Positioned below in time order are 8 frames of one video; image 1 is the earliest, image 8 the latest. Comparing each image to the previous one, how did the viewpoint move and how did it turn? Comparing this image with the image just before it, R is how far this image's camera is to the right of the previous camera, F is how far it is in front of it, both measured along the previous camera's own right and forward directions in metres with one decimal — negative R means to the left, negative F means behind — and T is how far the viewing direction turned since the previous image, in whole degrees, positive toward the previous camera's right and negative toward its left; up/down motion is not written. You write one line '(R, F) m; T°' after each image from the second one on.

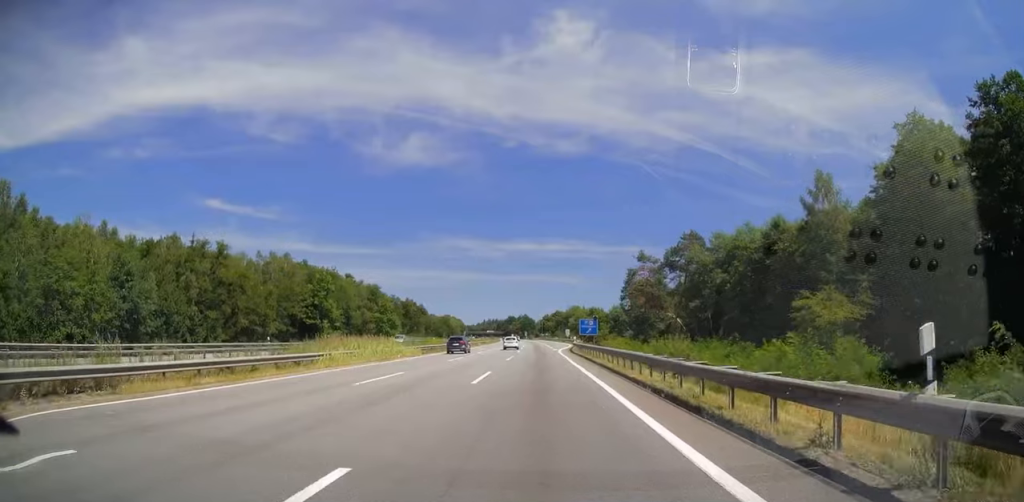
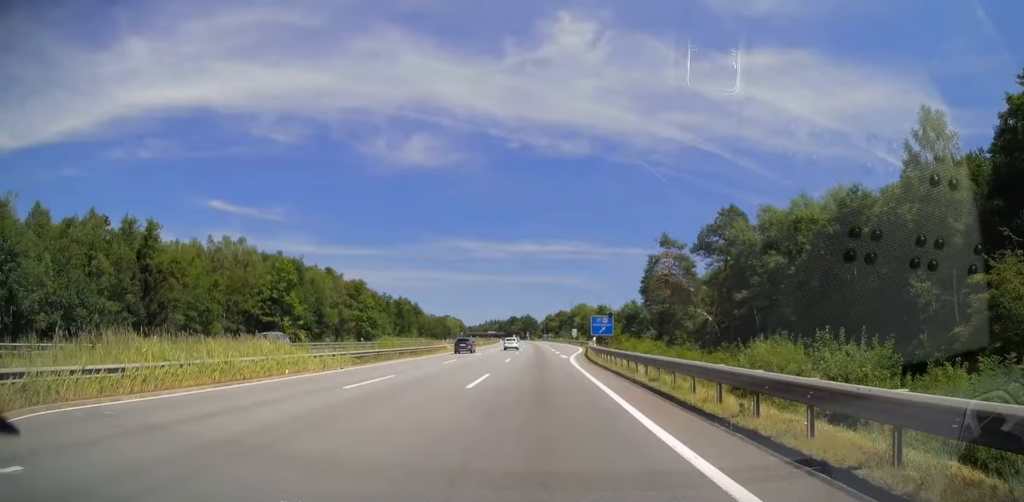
(0.0, +19.2) m; 0°
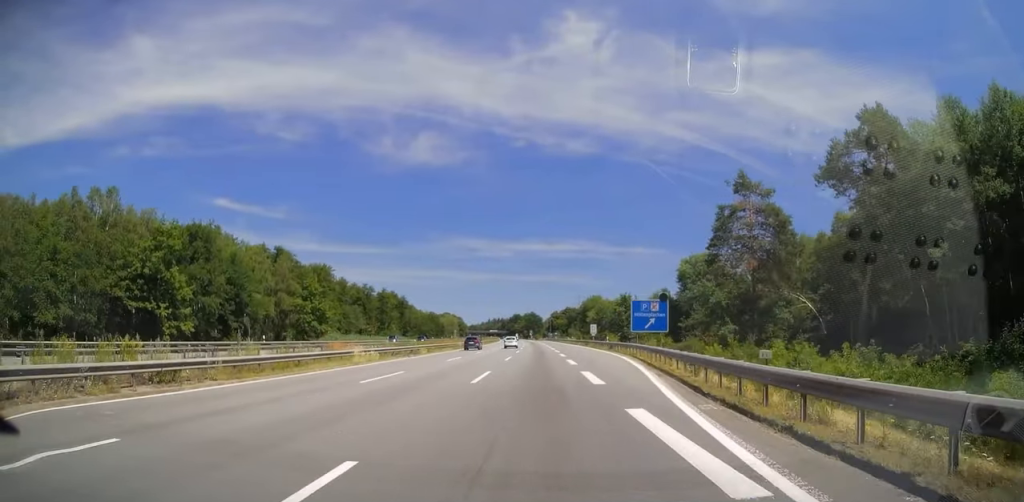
(0.0, +34.5) m; 0°
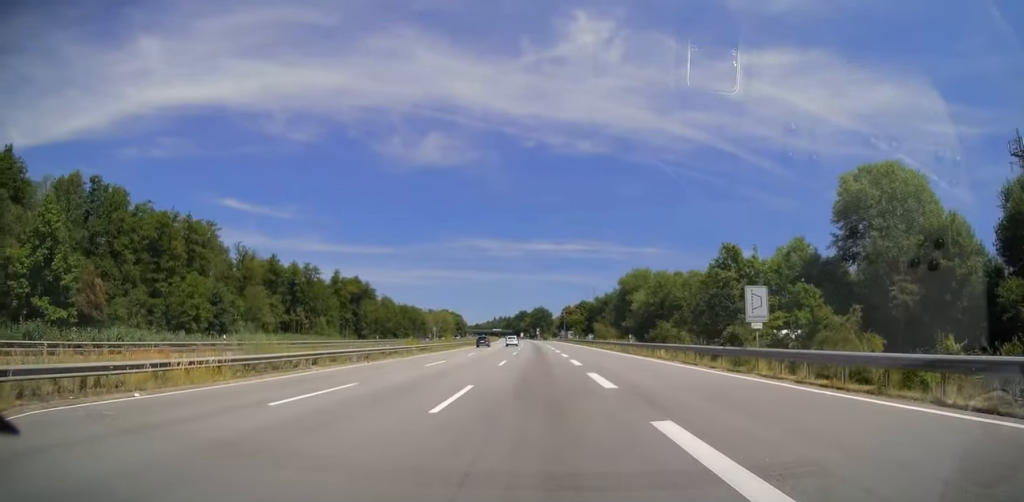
(-1.0, +61.5) m; -2°
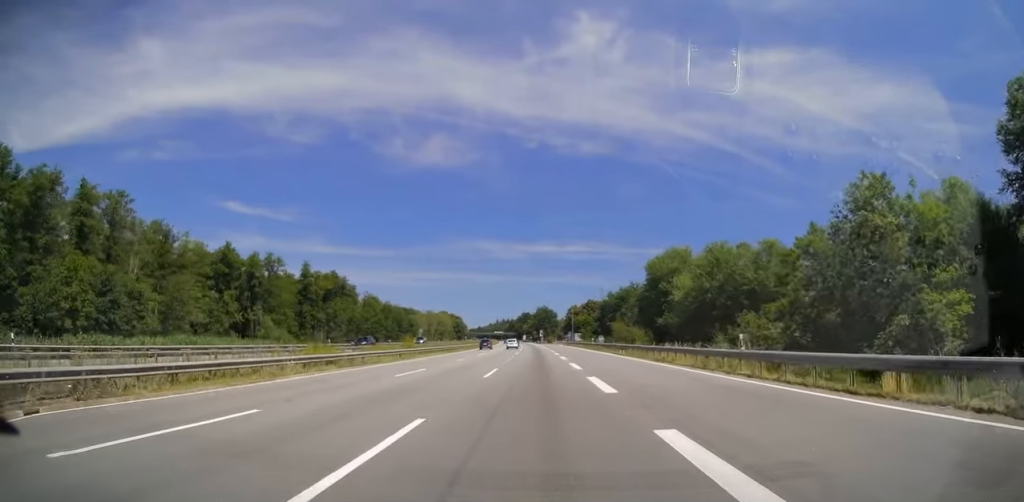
(-0.1, +24.6) m; +1°
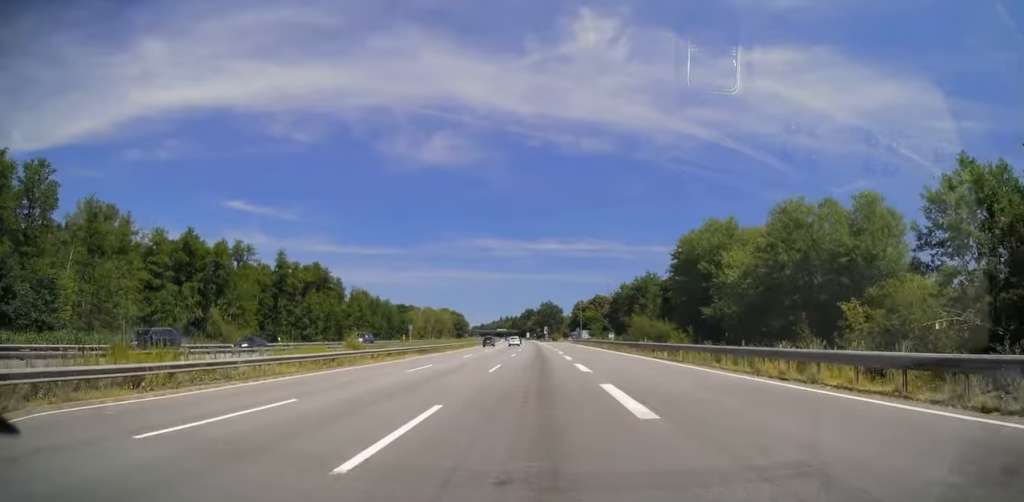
(+0.2, +16.2) m; 0°
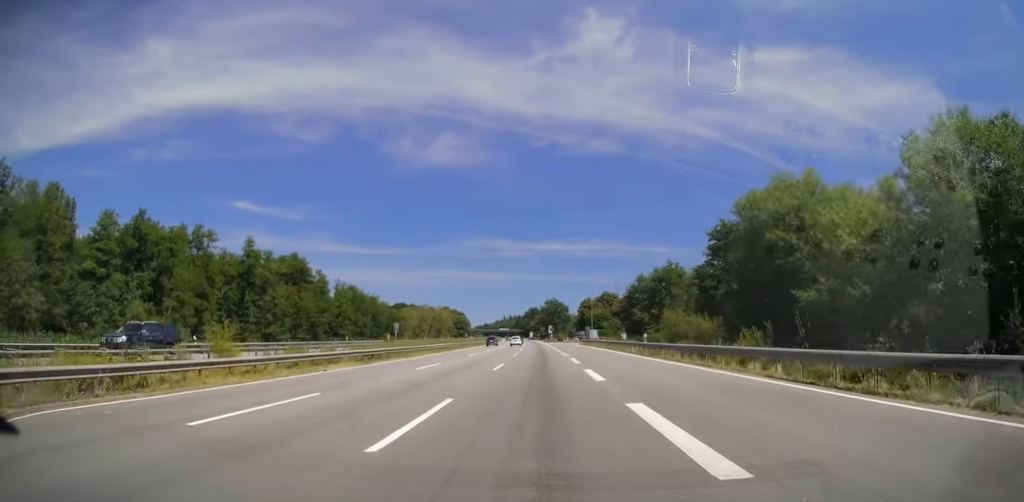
(+0.2, +16.7) m; -1°
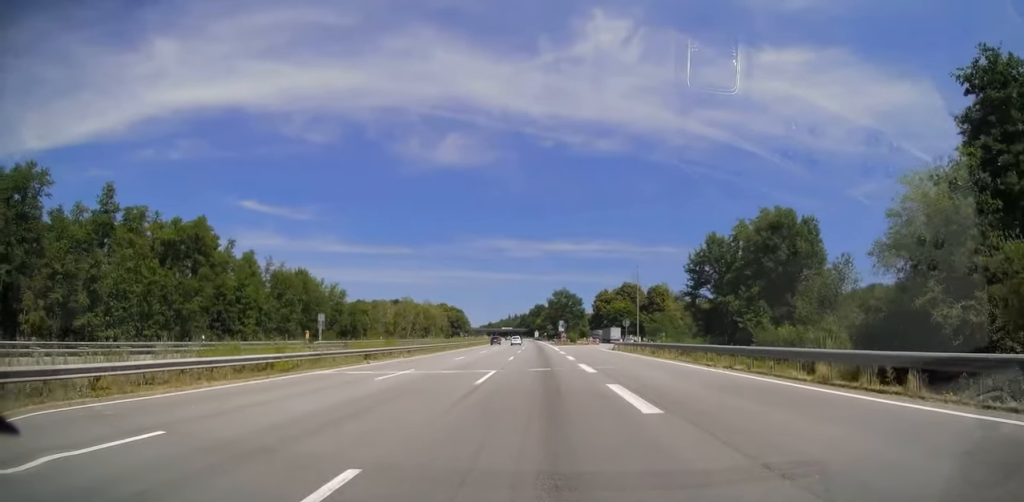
(-0.7, +43.3) m; -1°
